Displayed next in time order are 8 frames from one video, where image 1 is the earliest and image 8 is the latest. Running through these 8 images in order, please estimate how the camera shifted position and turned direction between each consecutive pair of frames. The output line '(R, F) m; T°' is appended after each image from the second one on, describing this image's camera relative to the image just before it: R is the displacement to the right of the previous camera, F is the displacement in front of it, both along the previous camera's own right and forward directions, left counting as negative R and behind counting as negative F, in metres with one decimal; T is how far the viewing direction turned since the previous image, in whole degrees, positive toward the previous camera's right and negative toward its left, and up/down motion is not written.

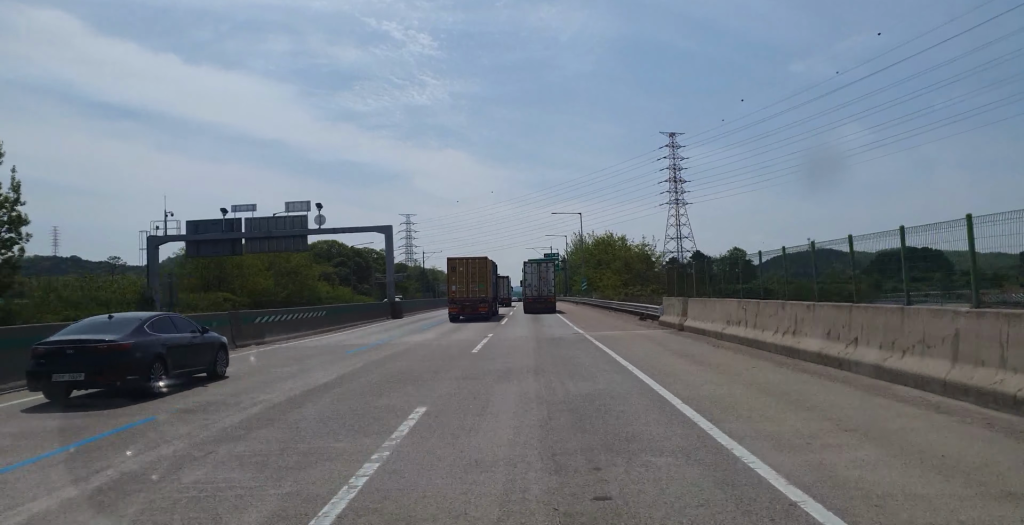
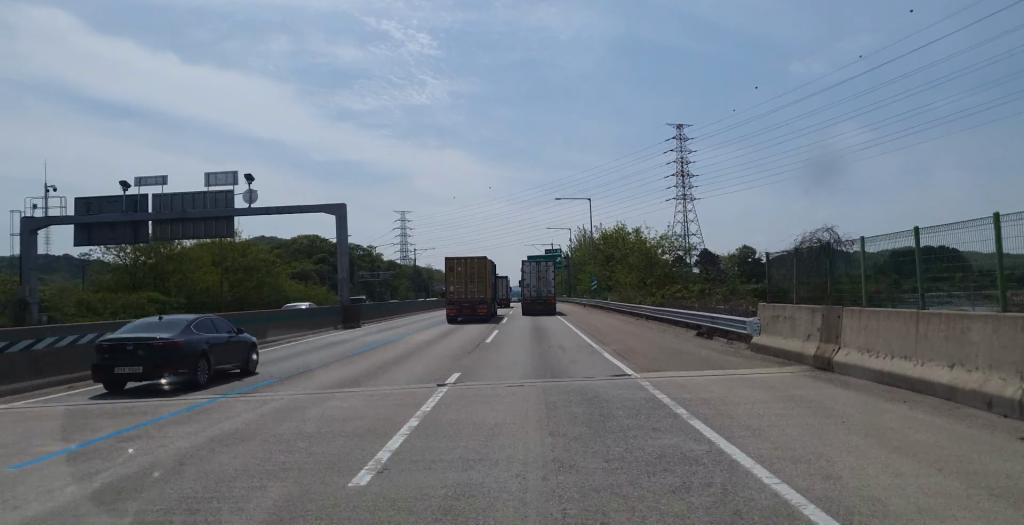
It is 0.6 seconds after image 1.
(+0.1, +14.8) m; +1°
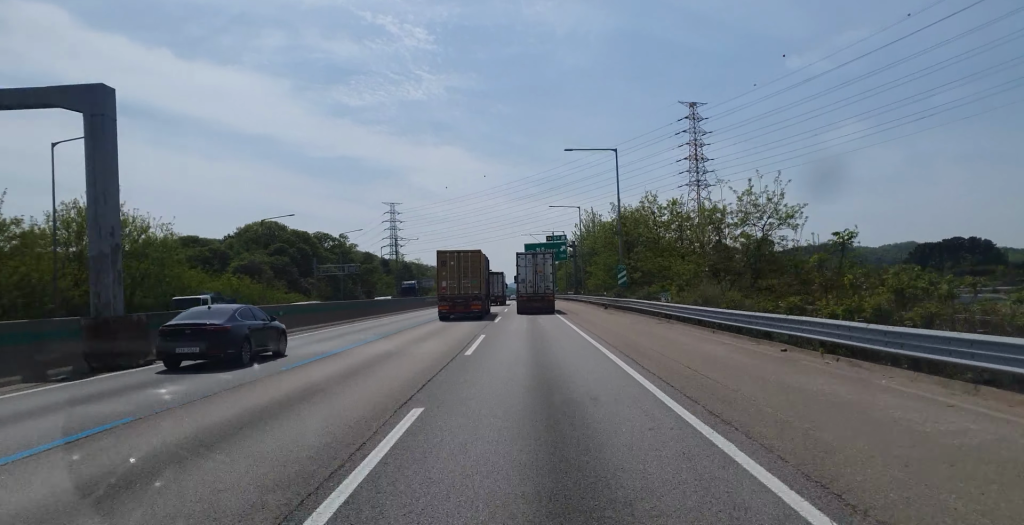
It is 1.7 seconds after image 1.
(+0.1, +25.0) m; 0°
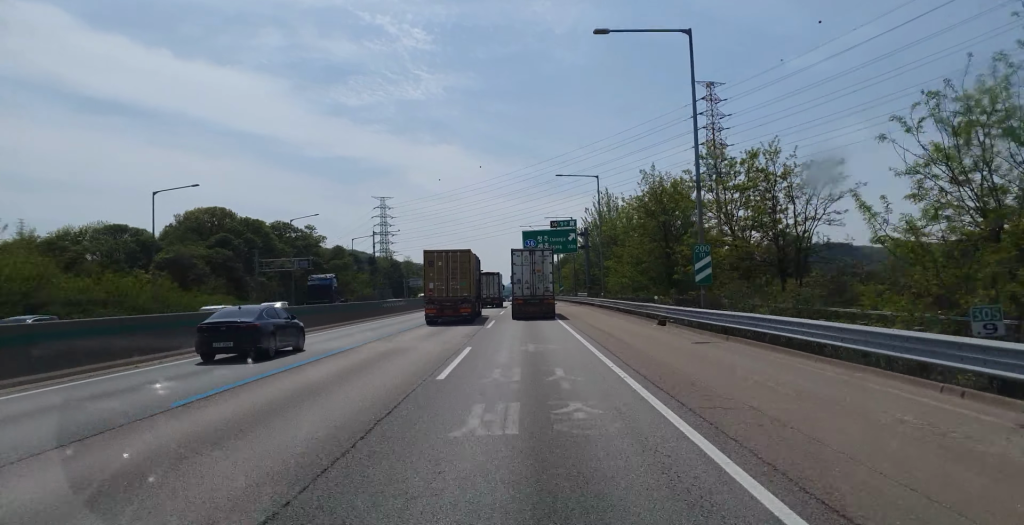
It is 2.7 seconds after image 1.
(+0.1, +24.4) m; 0°
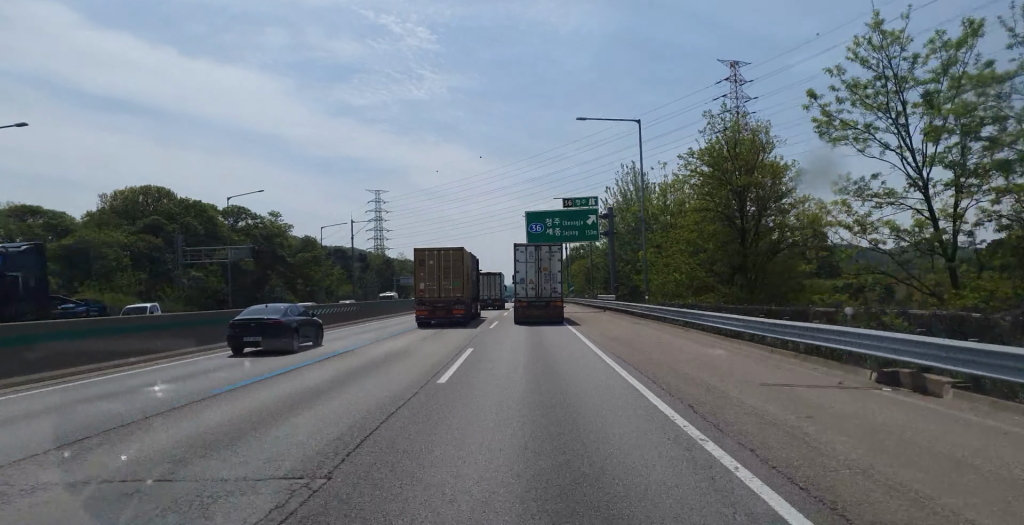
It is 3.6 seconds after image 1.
(-0.1, +21.1) m; -1°
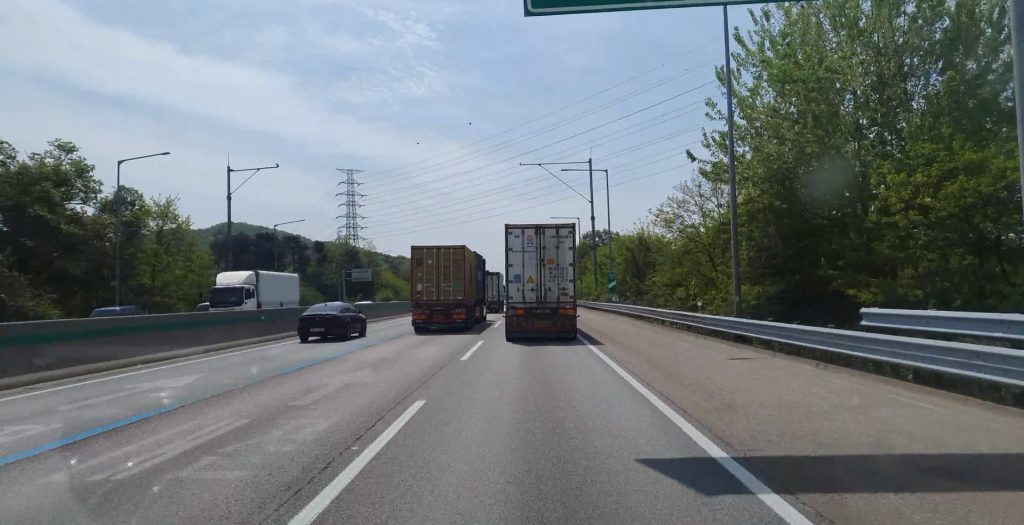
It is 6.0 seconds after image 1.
(+0.1, +53.7) m; 0°
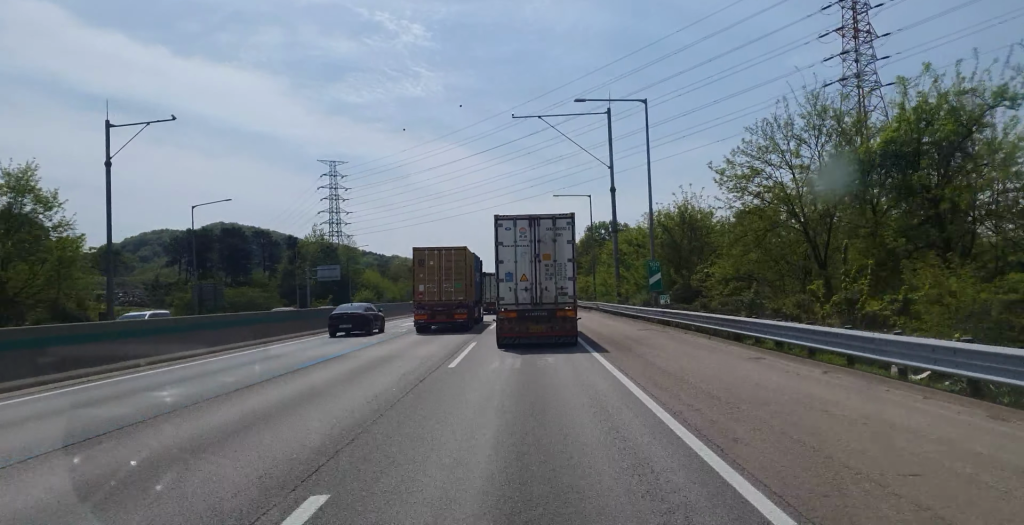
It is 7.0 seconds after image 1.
(-0.2, +21.9) m; 0°
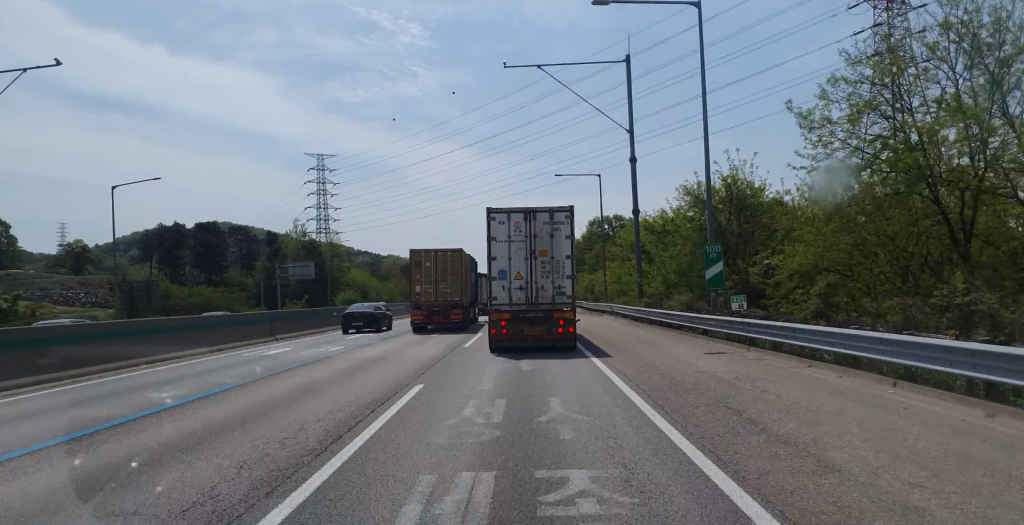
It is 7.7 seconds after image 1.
(-0.1, +13.1) m; +1°
